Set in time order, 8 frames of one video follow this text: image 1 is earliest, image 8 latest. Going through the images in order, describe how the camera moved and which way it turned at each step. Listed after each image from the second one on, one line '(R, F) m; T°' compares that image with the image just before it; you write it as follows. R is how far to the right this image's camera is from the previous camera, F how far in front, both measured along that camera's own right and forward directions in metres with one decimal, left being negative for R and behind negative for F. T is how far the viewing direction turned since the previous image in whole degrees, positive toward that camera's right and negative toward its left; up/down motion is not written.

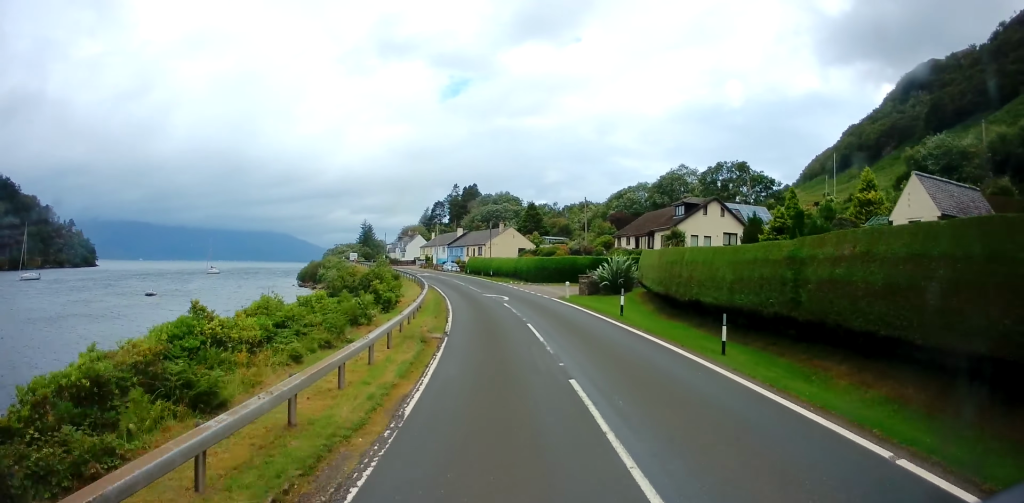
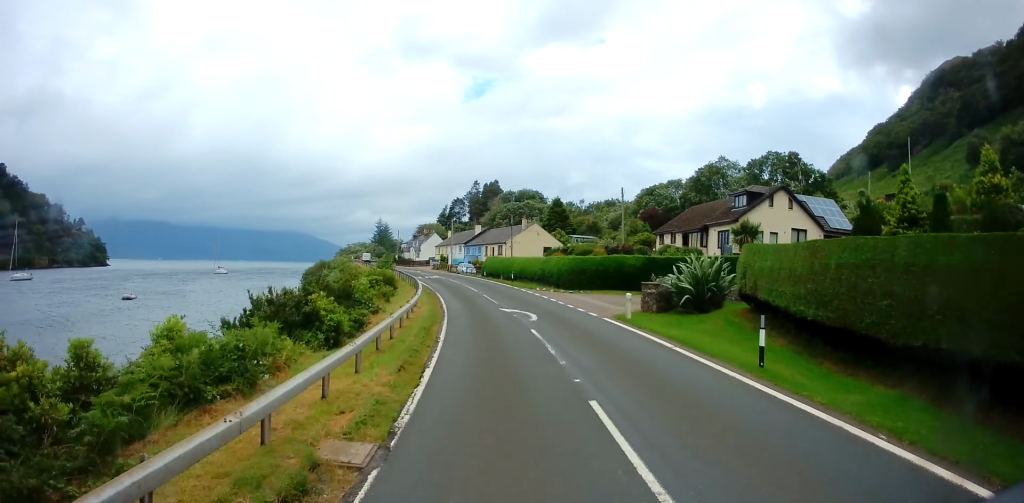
(-0.1, +9.5) m; -3°
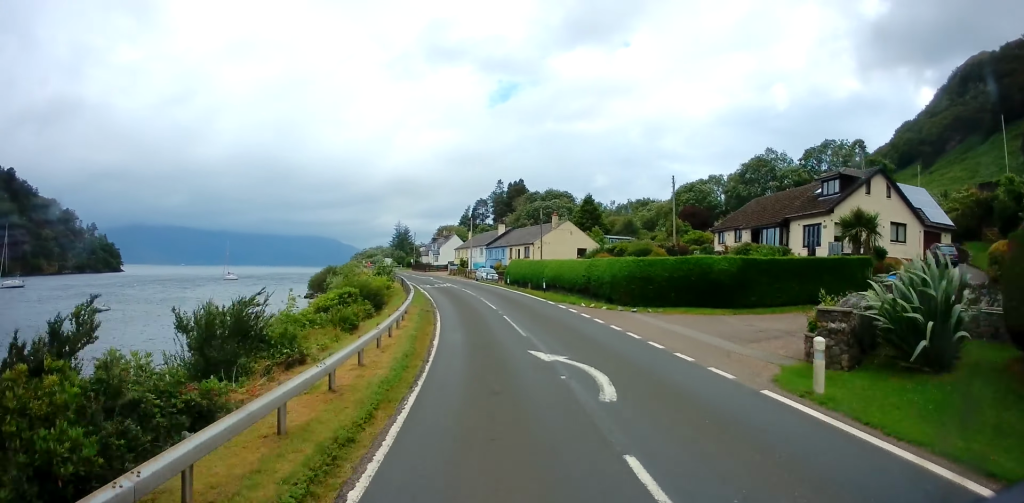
(-0.3, +10.4) m; -3°
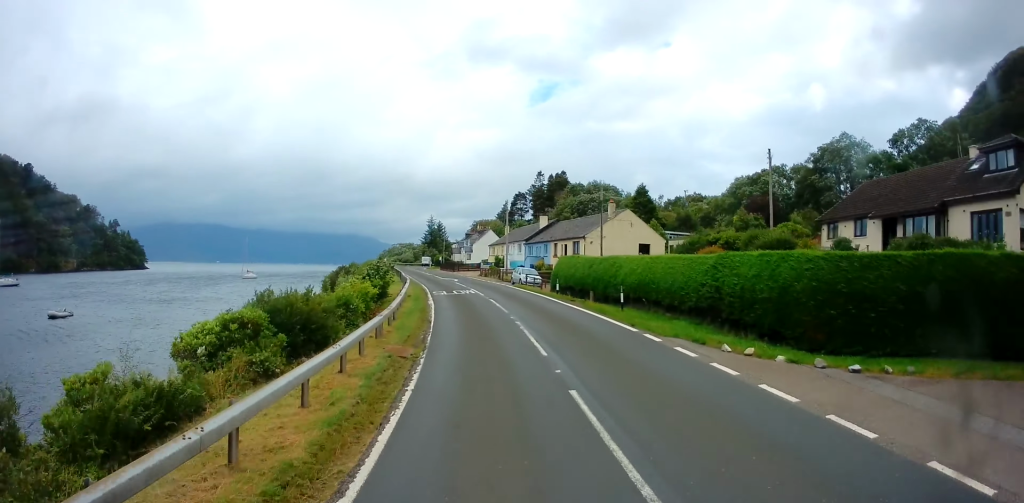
(-0.4, +12.9) m; -3°
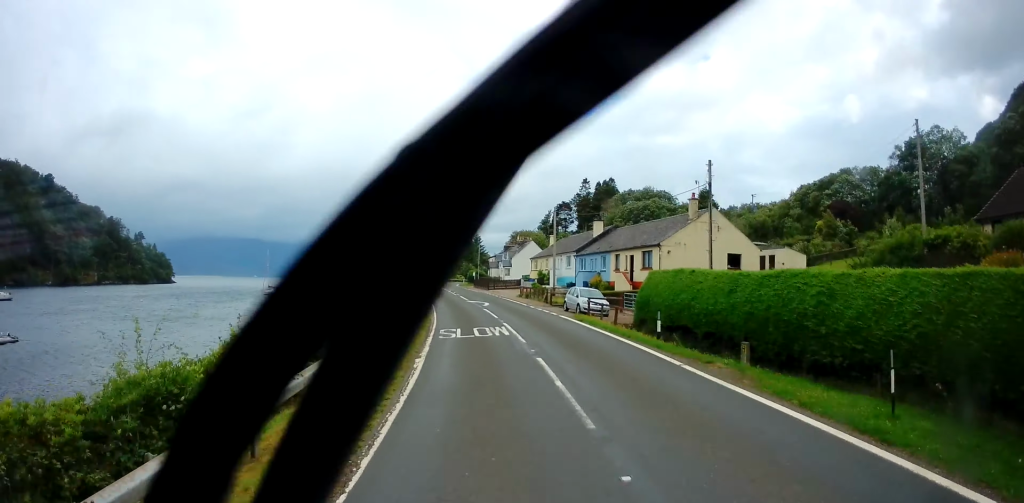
(-0.5, +13.1) m; -4°
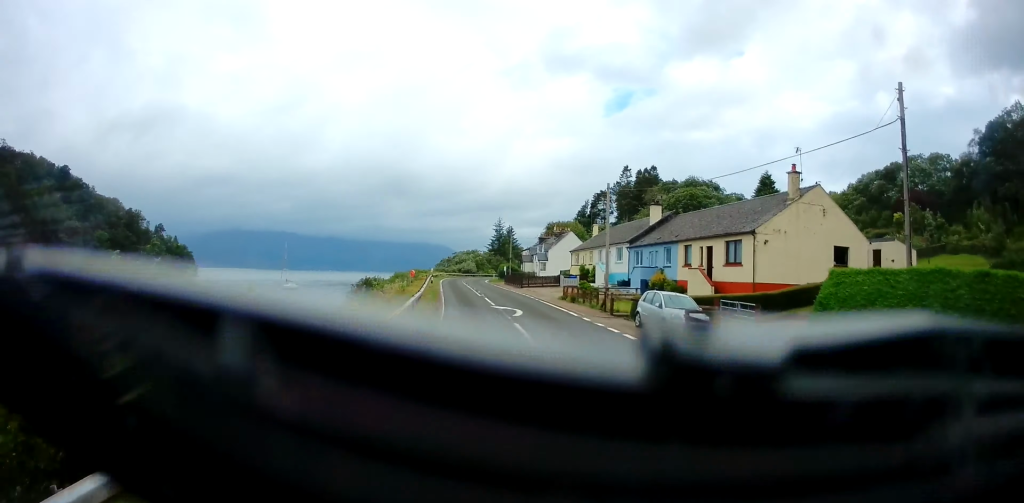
(-0.2, +10.5) m; -3°
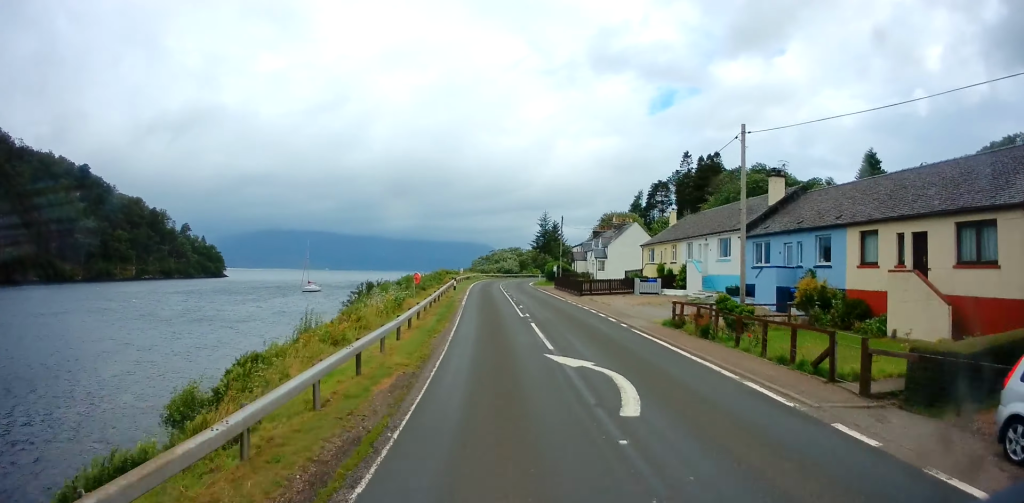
(-0.5, +15.9) m; -3°
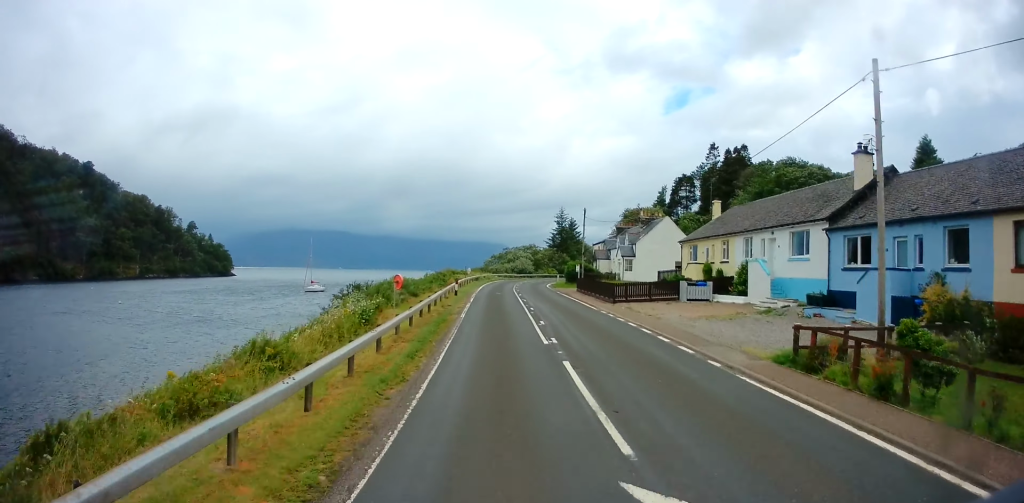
(-0.1, +8.0) m; -1°
